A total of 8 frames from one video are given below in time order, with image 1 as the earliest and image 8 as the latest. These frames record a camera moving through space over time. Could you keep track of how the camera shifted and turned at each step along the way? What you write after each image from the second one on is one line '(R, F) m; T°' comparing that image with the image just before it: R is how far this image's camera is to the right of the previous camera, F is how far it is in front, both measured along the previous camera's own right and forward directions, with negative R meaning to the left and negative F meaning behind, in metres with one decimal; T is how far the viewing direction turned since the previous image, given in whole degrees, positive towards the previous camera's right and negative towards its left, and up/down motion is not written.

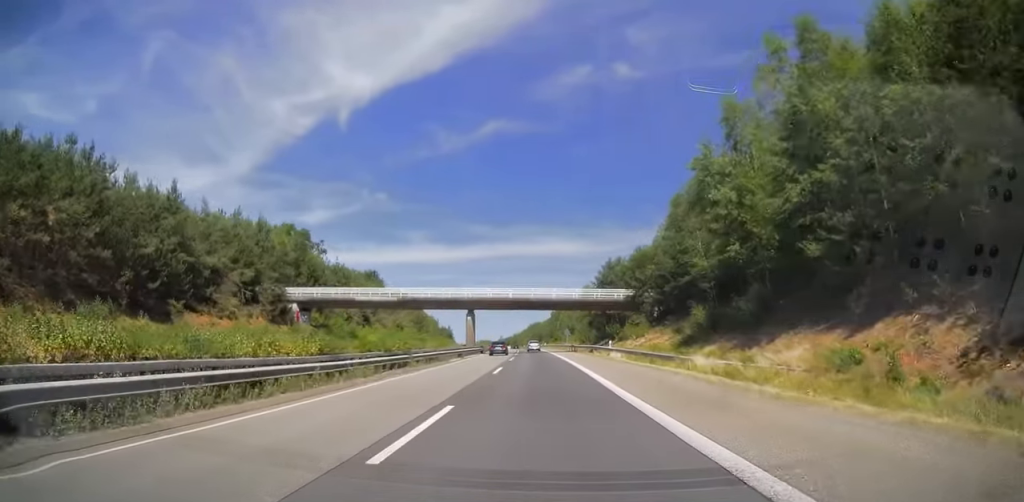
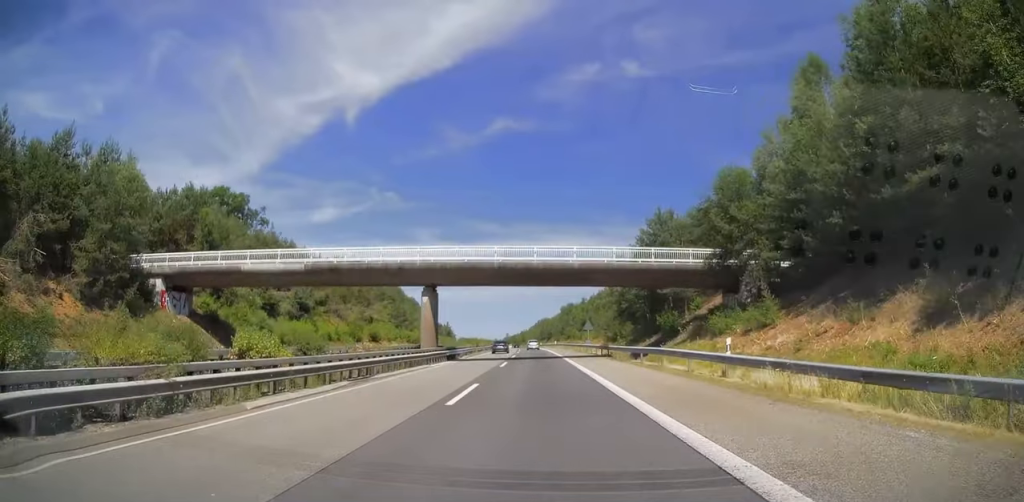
(-0.2, +30.0) m; -1°
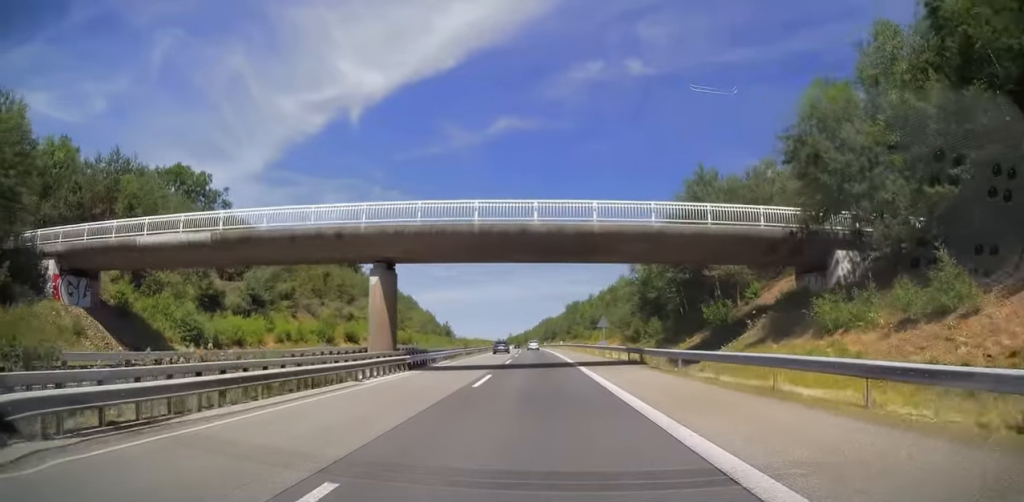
(-0.1, +13.0) m; 0°
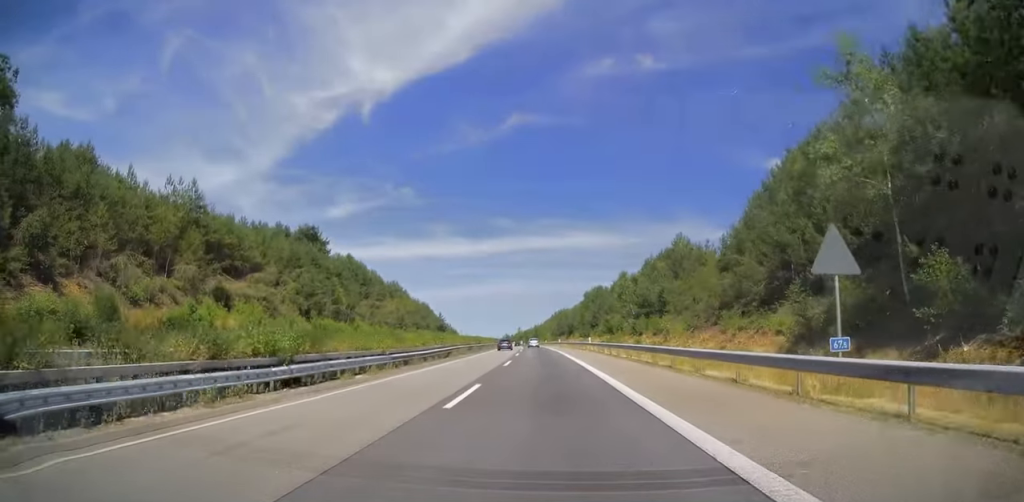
(-0.2, +42.1) m; -1°
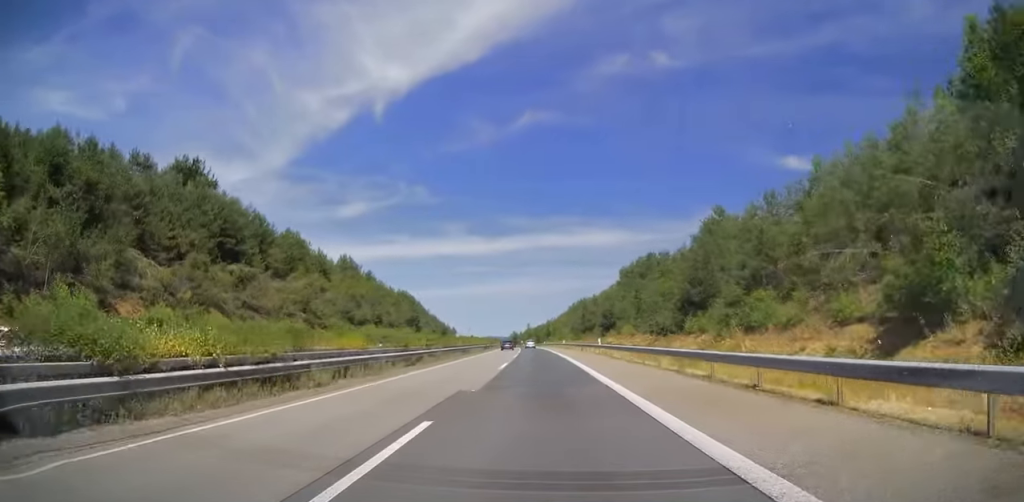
(-1.1, +61.9) m; -2°
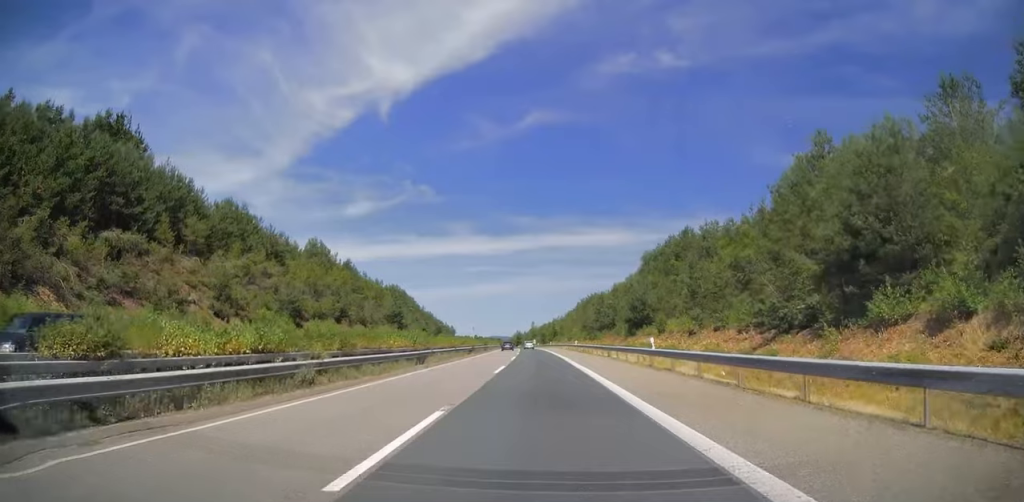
(-0.1, +22.6) m; 0°
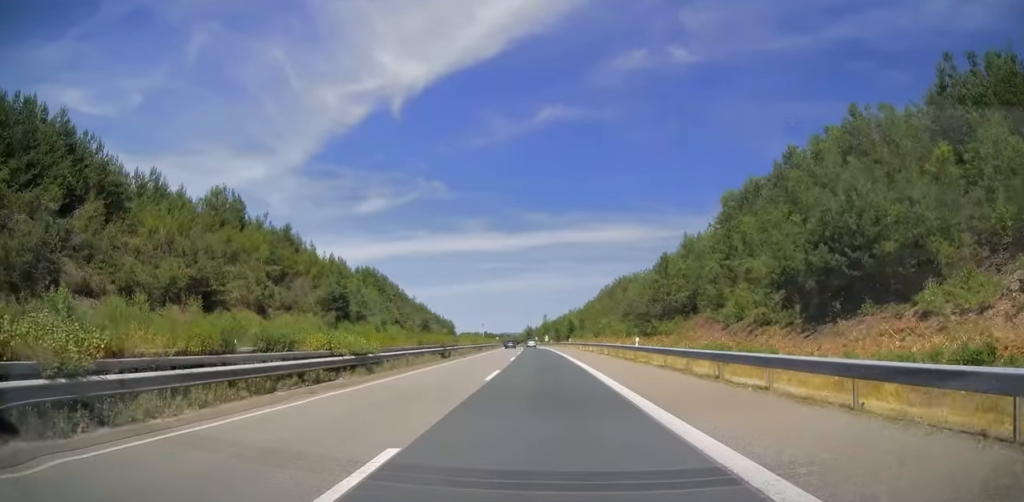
(-0.3, +41.7) m; -1°
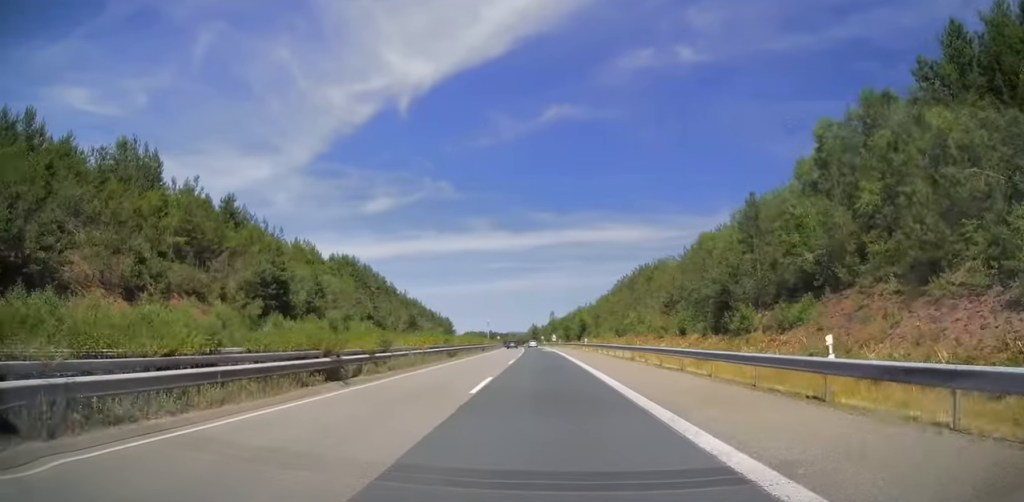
(-0.1, +22.7) m; 0°
